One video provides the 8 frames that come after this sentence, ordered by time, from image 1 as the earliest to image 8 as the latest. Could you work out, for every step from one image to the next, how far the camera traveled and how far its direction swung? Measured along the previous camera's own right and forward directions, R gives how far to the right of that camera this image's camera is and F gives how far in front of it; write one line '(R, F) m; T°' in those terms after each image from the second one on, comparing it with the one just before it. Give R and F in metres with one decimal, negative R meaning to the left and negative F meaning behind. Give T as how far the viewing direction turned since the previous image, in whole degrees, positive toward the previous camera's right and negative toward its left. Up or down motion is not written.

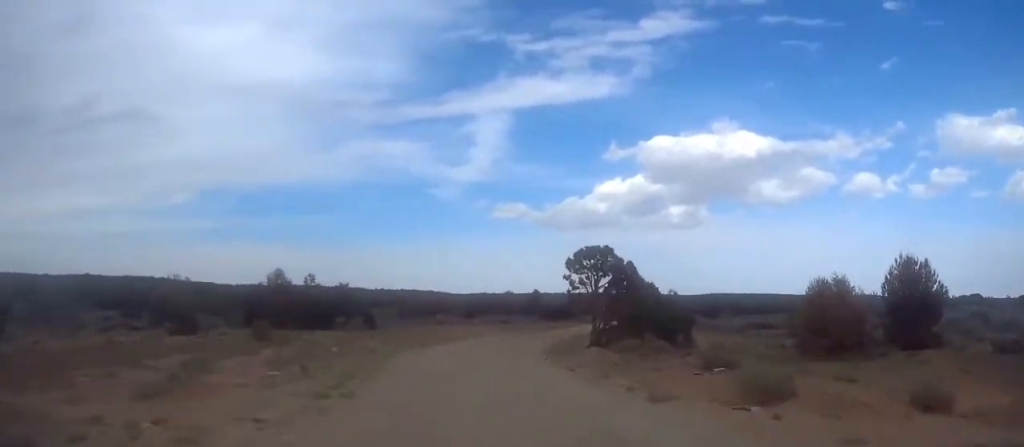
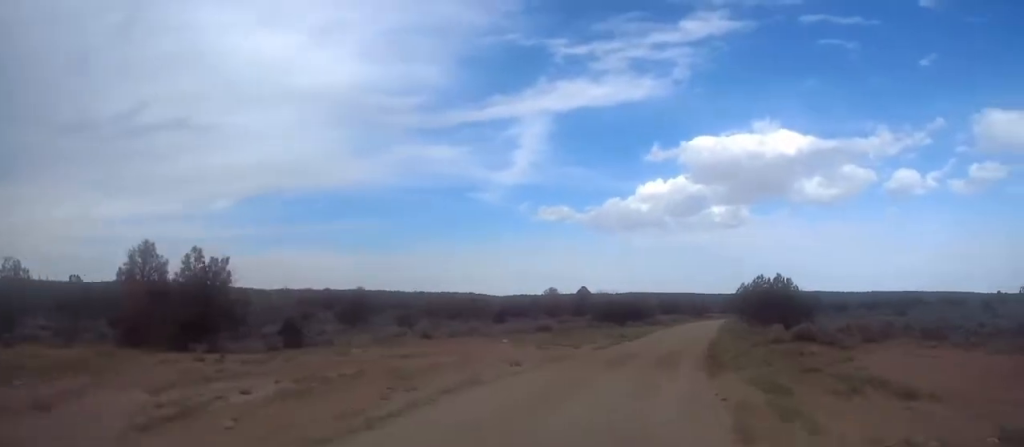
(-4.4, +30.9) m; -6°
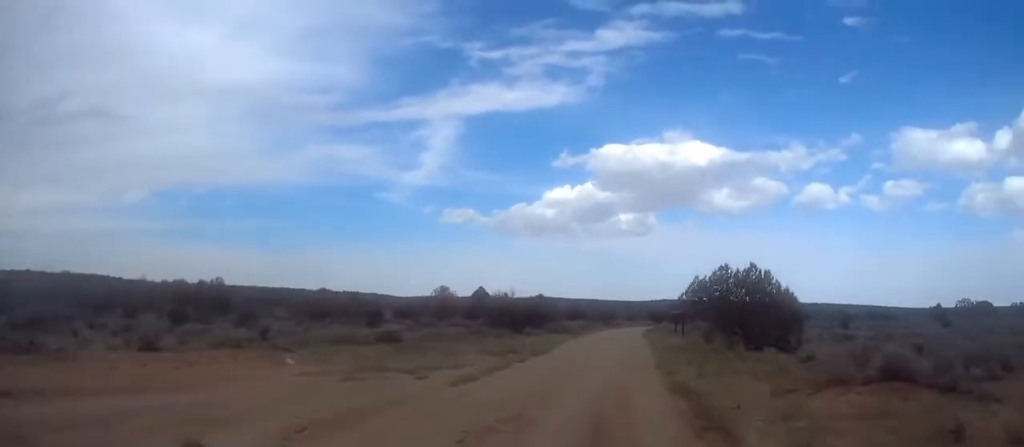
(+0.3, +16.3) m; +4°
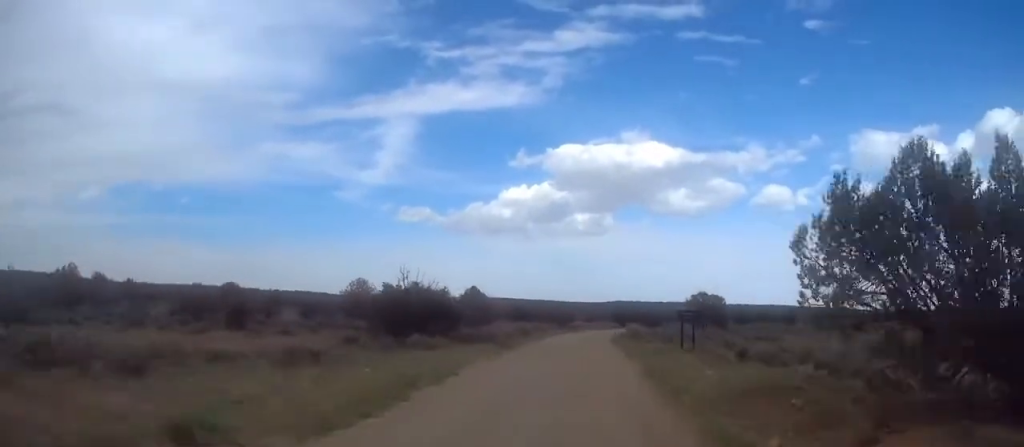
(+1.1, +23.1) m; +4°
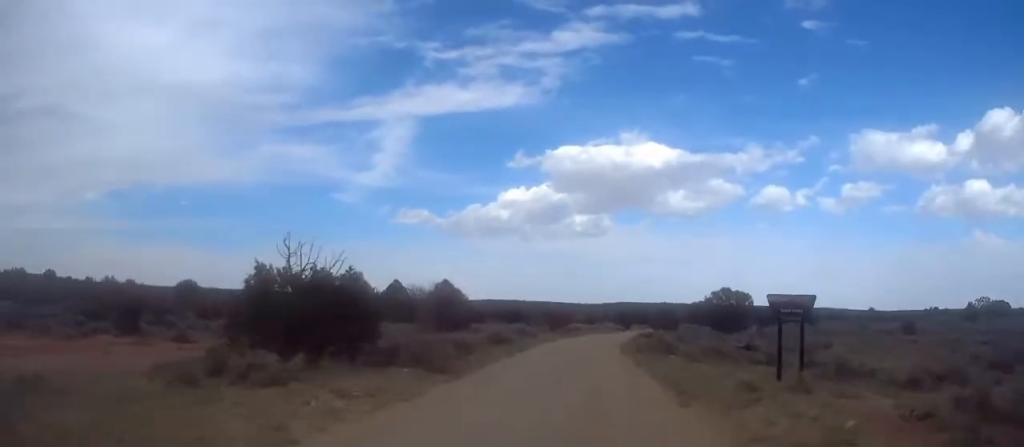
(+0.2, +14.7) m; +1°
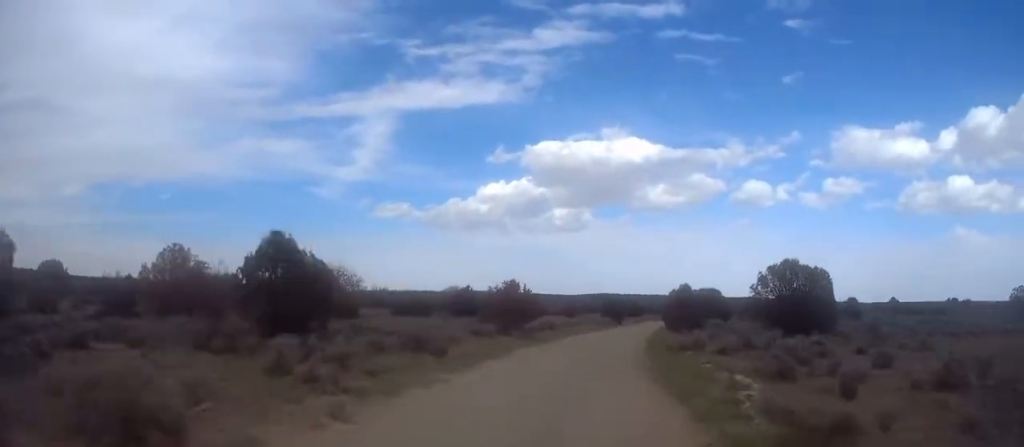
(+0.2, +28.9) m; +2°
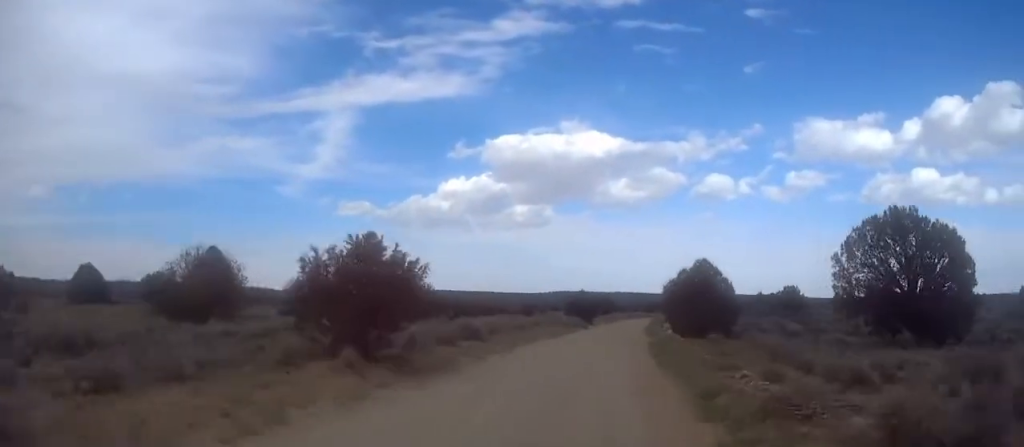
(+0.5, +20.7) m; +3°
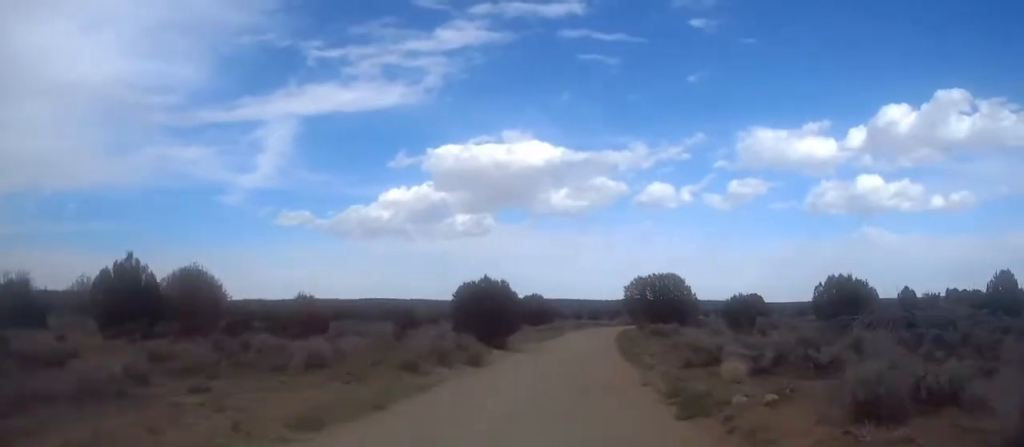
(+1.4, +34.1) m; +4°
